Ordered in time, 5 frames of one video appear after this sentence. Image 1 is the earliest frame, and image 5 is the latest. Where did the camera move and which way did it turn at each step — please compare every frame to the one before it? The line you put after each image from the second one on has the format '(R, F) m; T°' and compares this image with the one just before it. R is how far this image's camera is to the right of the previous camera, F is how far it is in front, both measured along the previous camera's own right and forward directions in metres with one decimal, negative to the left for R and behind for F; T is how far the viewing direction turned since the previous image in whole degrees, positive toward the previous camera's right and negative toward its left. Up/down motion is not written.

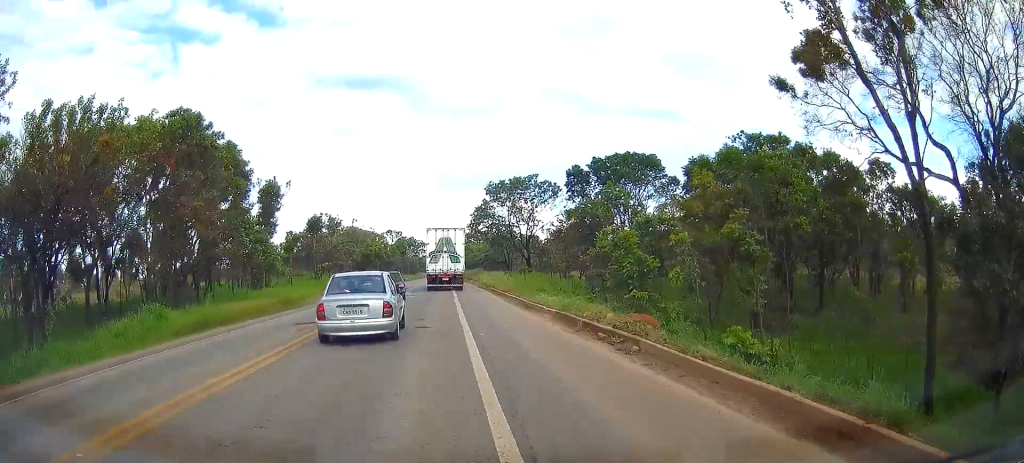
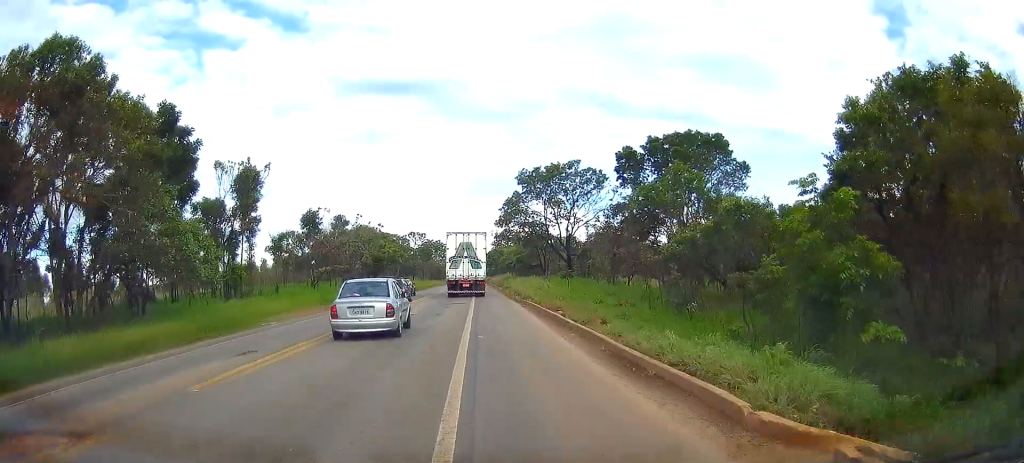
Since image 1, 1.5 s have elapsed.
(-0.1, +12.8) m; 0°
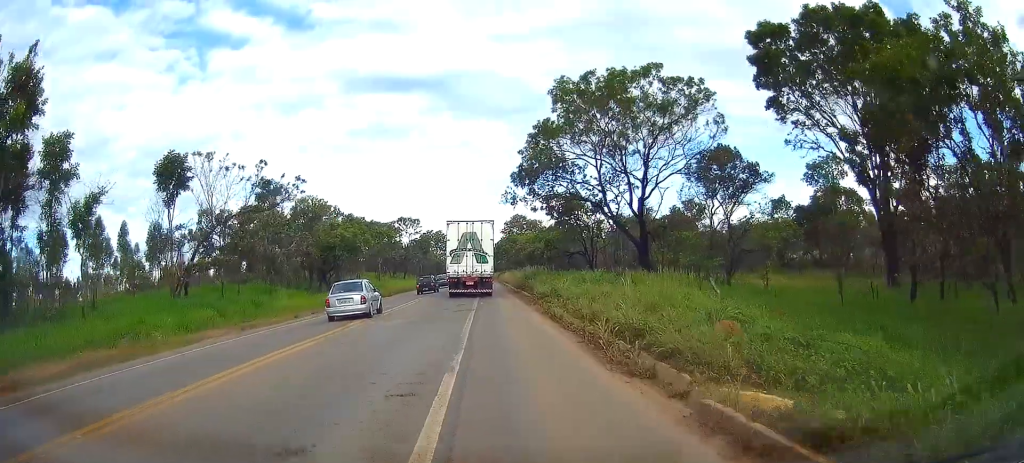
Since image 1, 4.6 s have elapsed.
(-1.4, +31.0) m; -4°
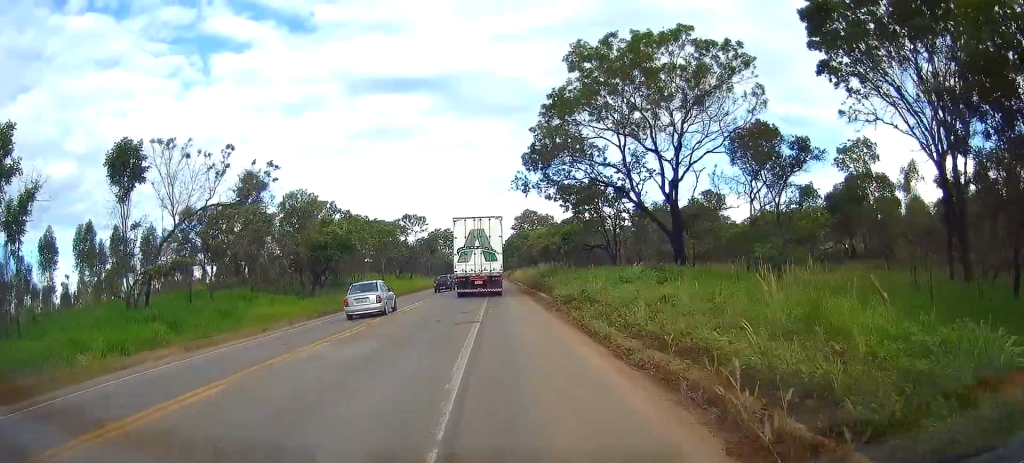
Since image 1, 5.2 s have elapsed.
(+0.2, +5.8) m; +2°
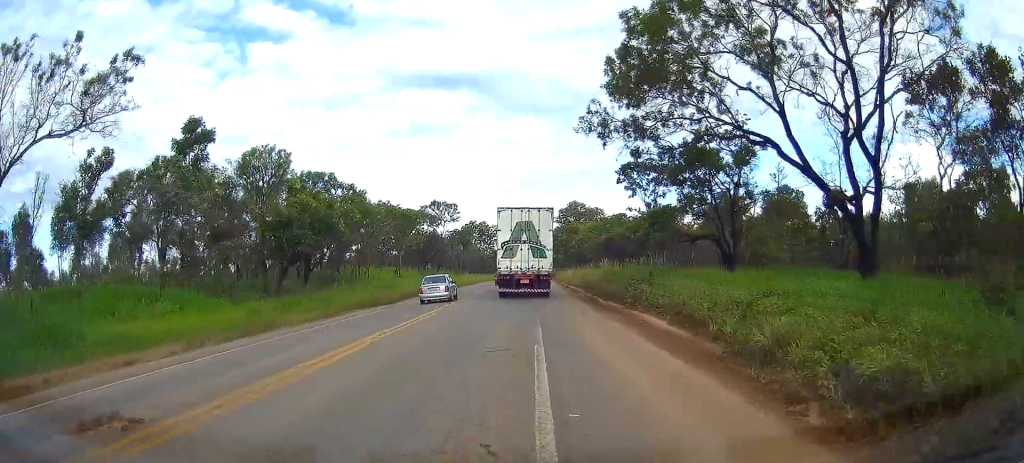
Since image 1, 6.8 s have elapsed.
(-0.1, +16.2) m; -3°
